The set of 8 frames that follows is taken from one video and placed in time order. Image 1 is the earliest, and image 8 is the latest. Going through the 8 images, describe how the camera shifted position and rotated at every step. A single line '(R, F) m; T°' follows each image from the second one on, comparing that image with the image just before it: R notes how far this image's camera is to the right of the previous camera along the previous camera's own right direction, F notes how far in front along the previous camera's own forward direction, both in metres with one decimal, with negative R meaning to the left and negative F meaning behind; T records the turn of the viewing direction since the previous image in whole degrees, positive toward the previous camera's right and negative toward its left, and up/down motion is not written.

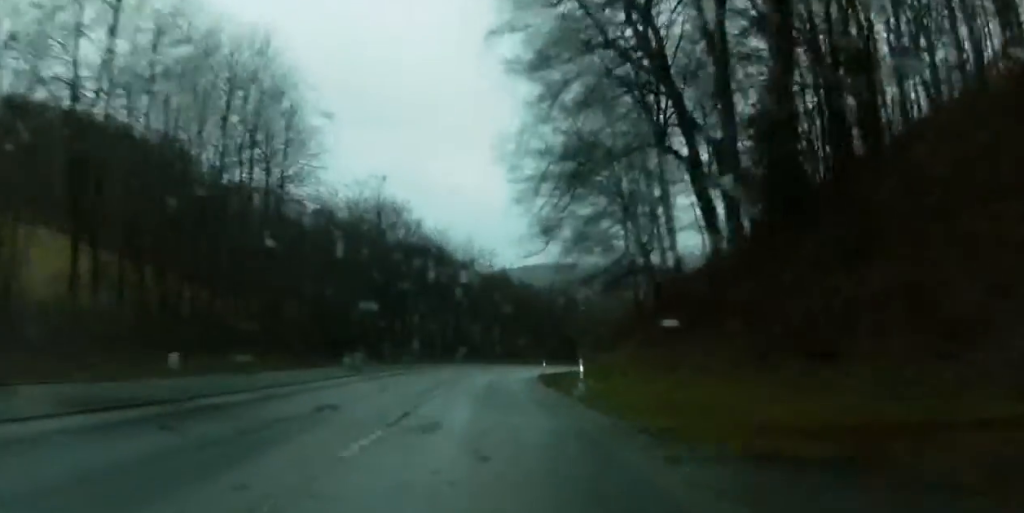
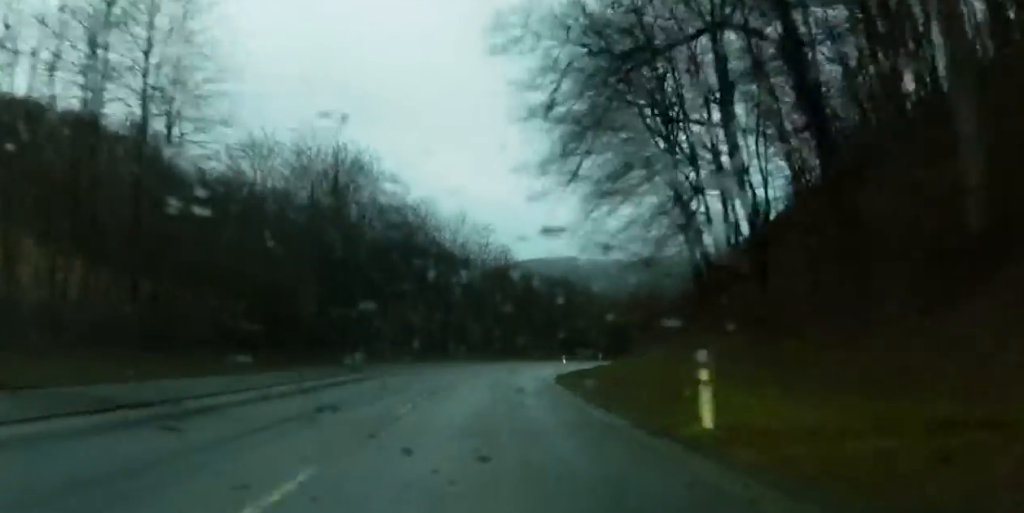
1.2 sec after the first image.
(+0.1, +16.0) m; 0°
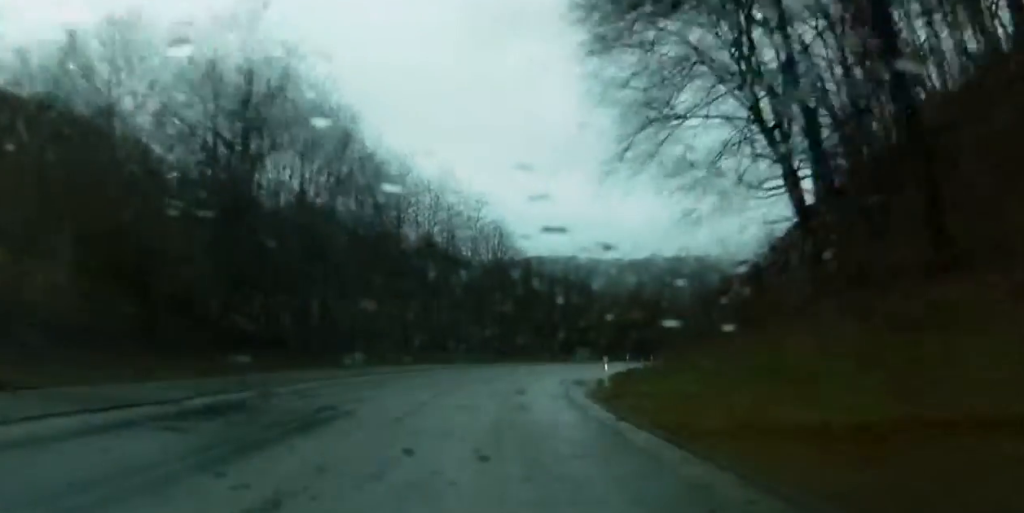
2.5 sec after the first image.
(-0.4, +17.4) m; +1°
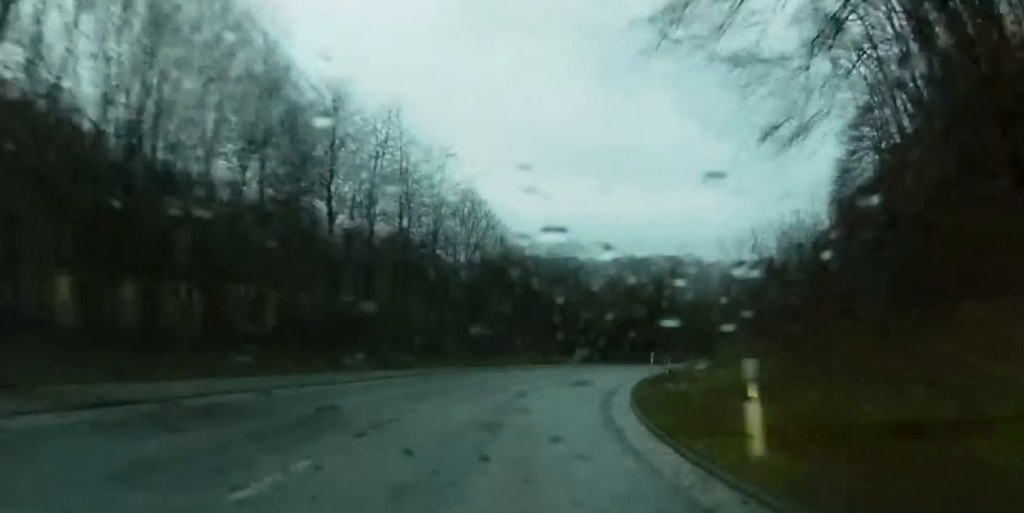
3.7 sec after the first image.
(+0.4, +16.6) m; +3°
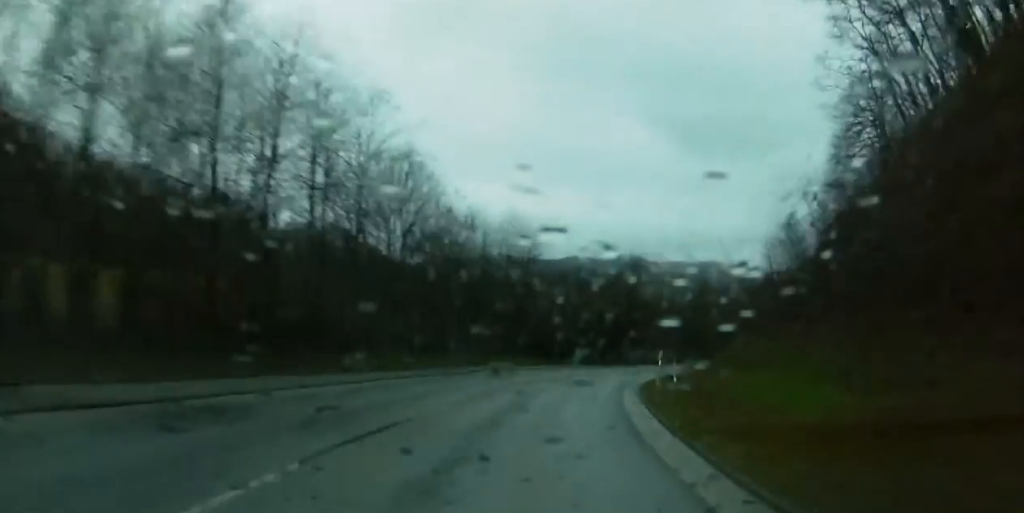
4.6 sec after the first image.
(-0.1, +12.2) m; +2°
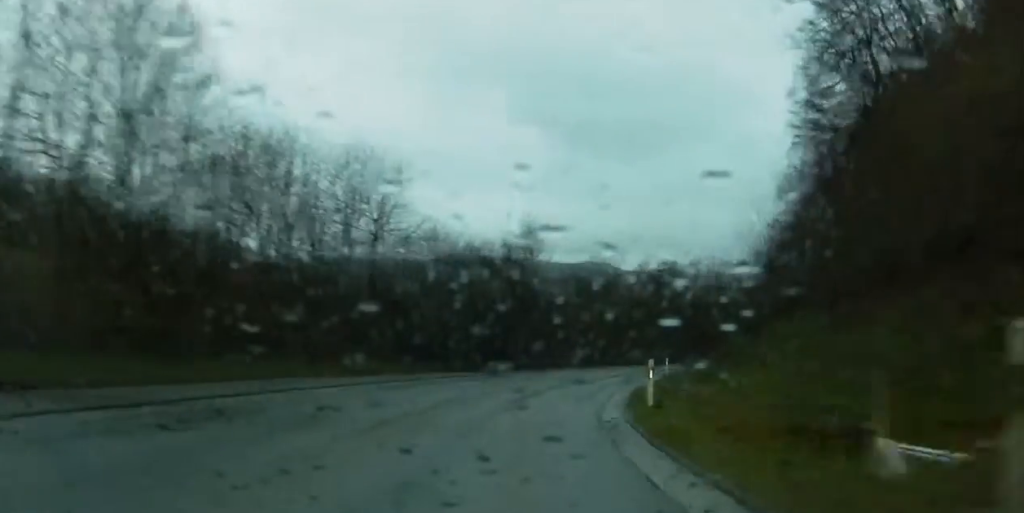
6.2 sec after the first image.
(+1.3, +24.0) m; +5°
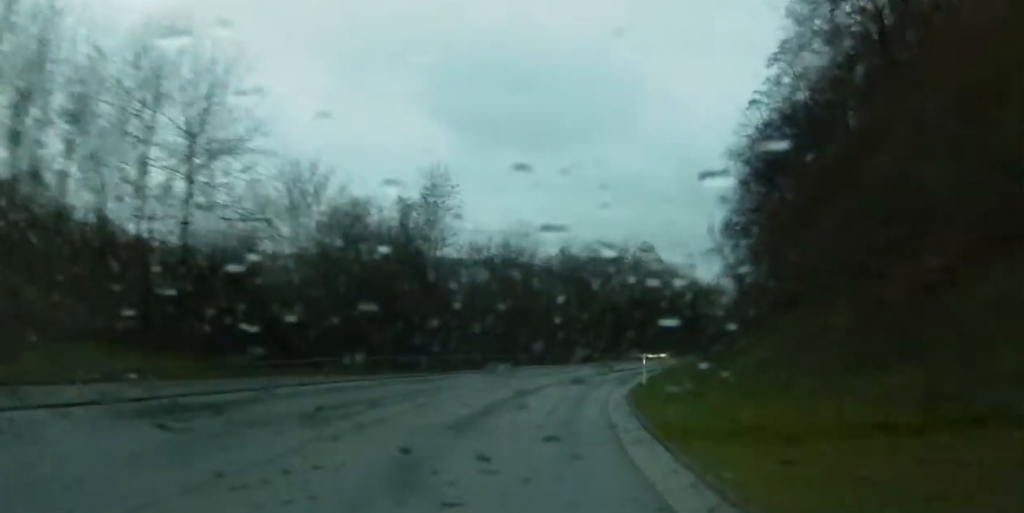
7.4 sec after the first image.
(+0.5, +17.7) m; +4°
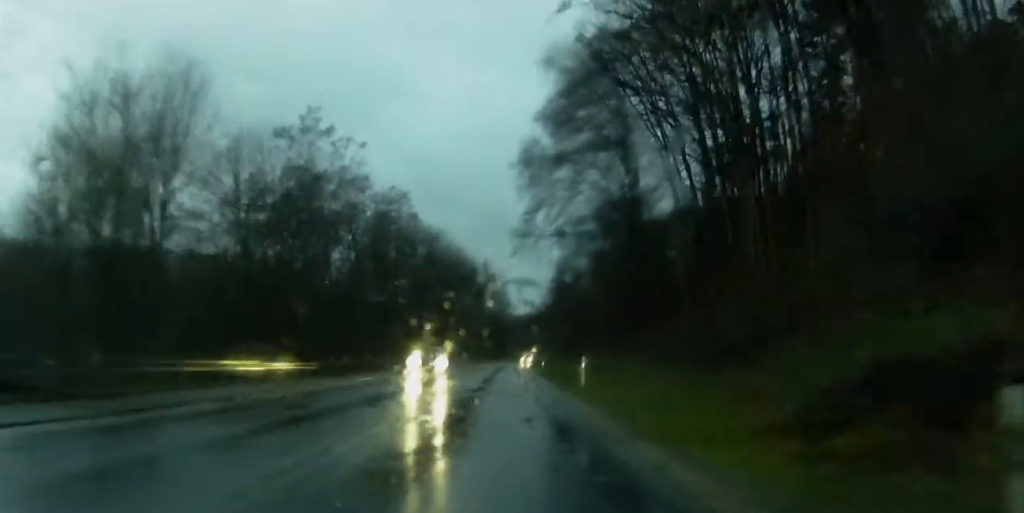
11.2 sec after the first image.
(+7.6, +58.1) m; +13°
